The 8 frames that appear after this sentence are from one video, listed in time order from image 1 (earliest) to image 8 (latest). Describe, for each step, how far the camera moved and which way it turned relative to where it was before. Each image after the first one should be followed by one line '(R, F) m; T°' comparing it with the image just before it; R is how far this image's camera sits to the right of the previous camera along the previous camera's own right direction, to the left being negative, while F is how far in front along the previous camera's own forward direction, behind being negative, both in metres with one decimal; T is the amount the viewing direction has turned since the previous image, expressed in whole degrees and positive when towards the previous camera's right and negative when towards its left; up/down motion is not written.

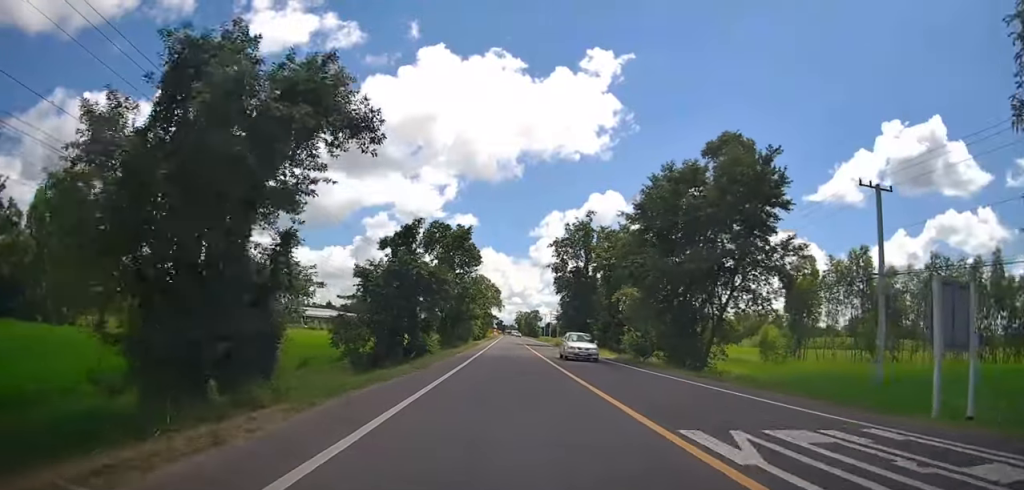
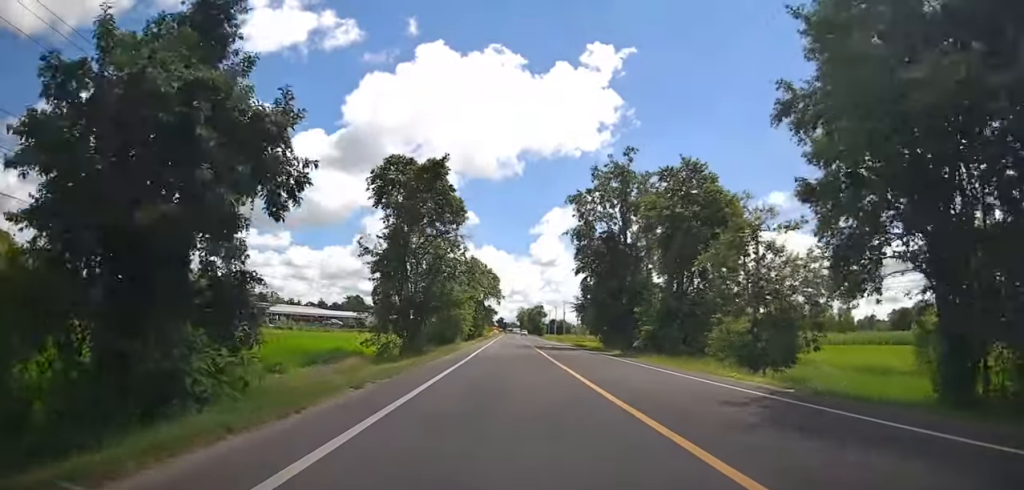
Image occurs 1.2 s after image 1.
(0.0, +23.1) m; 0°
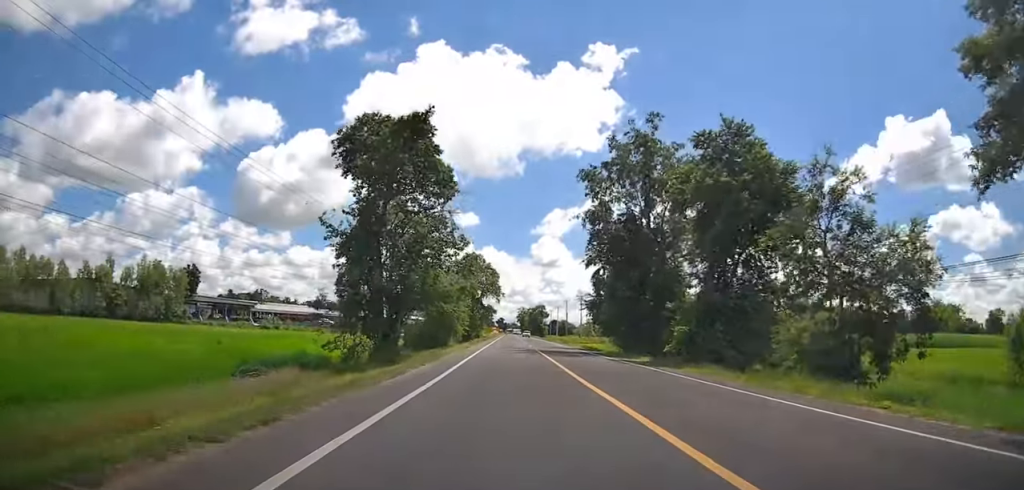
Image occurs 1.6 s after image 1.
(+0.3, +7.9) m; 0°
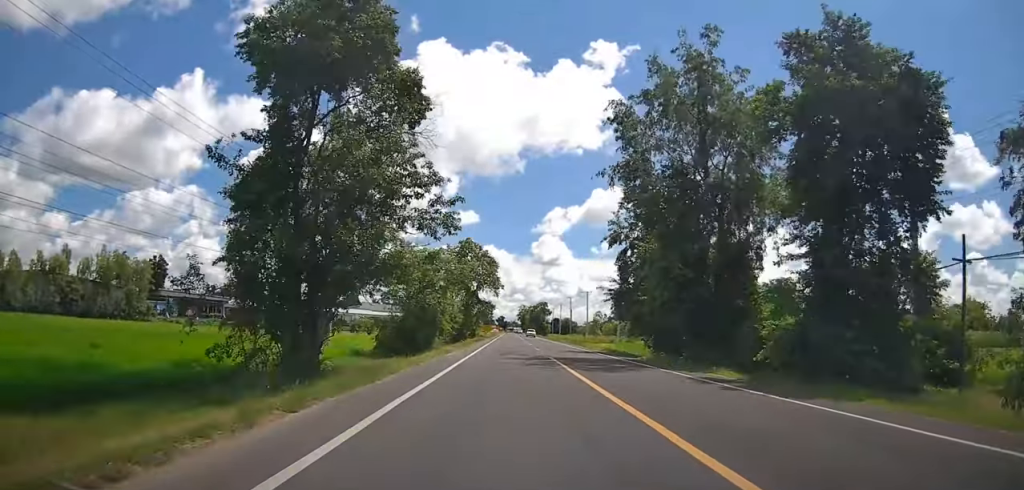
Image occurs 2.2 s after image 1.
(-0.3, +11.9) m; 0°
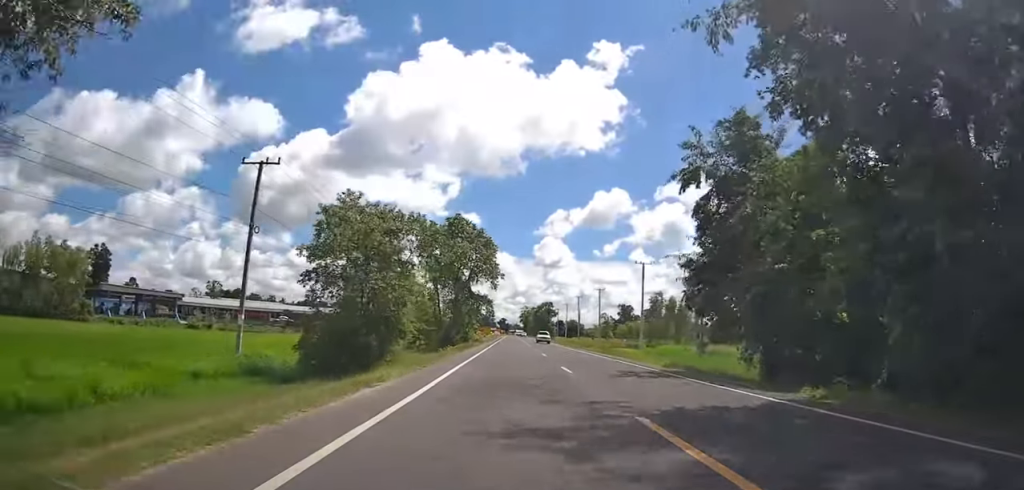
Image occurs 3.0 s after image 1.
(-0.1, +16.9) m; 0°
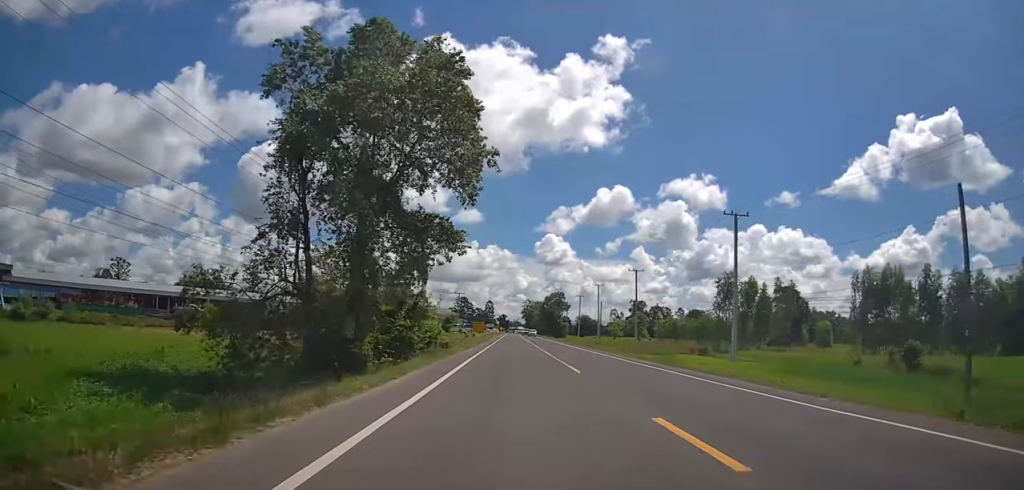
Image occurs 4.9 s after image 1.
(-0.1, +36.9) m; 0°
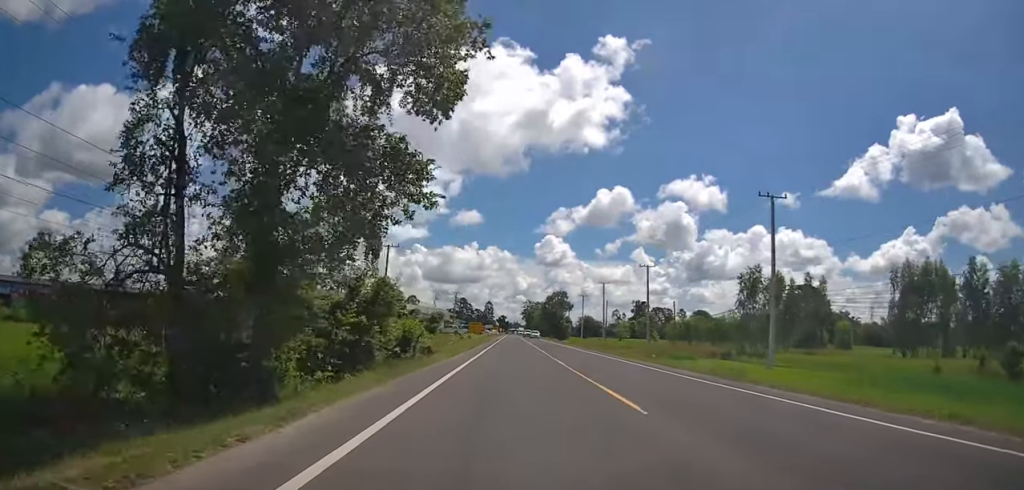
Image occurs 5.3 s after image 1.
(+0.3, +7.9) m; 0°
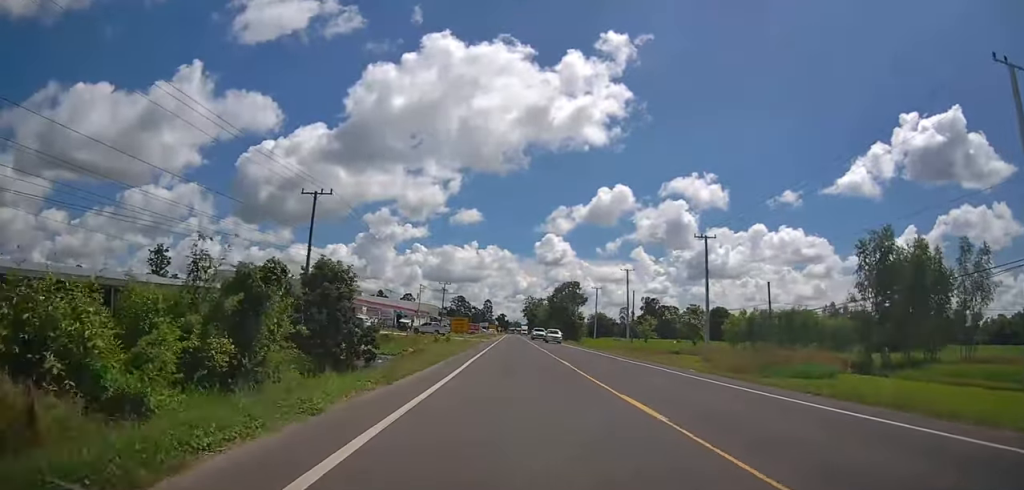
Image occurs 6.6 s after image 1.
(-0.5, +25.8) m; 0°
